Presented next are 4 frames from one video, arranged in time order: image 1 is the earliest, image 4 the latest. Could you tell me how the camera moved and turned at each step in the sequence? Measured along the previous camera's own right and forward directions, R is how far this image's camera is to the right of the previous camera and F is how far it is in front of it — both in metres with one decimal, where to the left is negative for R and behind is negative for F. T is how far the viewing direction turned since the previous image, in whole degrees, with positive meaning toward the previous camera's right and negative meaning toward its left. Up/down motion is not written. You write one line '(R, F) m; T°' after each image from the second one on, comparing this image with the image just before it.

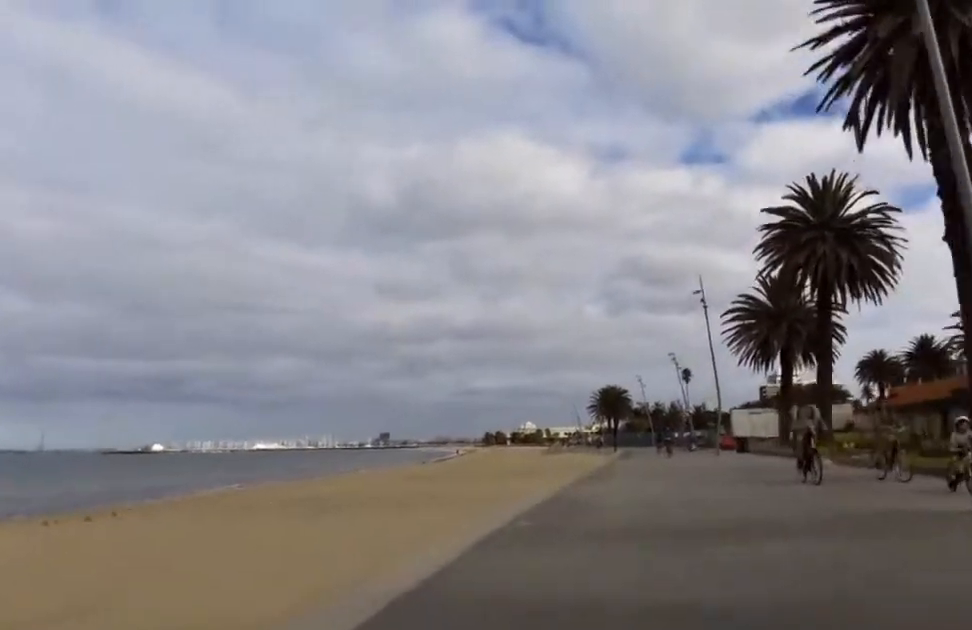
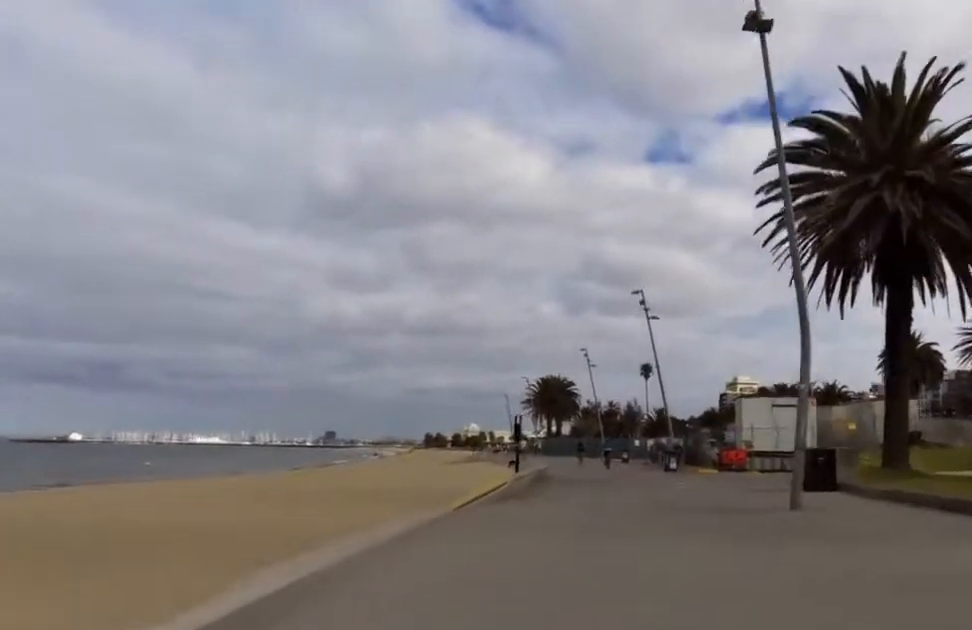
(+1.1, +28.0) m; +3°
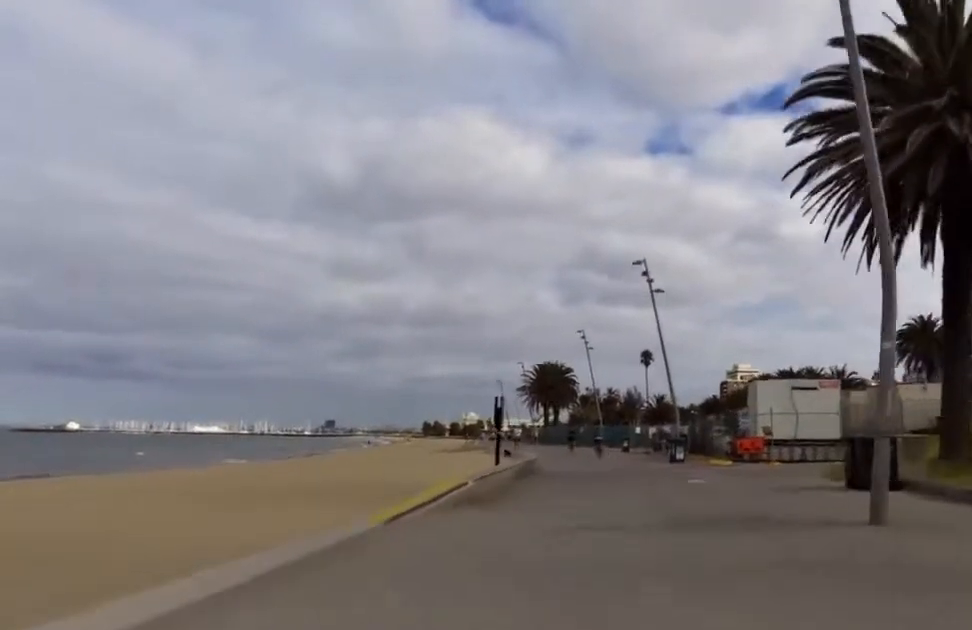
(+0.5, +4.1) m; -4°
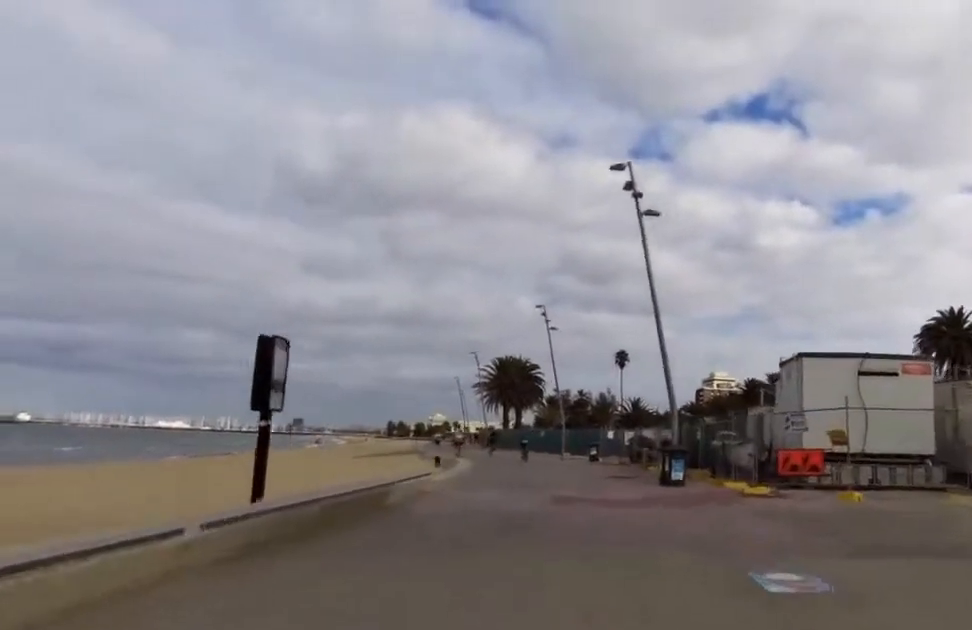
(-0.7, +12.5) m; +1°
